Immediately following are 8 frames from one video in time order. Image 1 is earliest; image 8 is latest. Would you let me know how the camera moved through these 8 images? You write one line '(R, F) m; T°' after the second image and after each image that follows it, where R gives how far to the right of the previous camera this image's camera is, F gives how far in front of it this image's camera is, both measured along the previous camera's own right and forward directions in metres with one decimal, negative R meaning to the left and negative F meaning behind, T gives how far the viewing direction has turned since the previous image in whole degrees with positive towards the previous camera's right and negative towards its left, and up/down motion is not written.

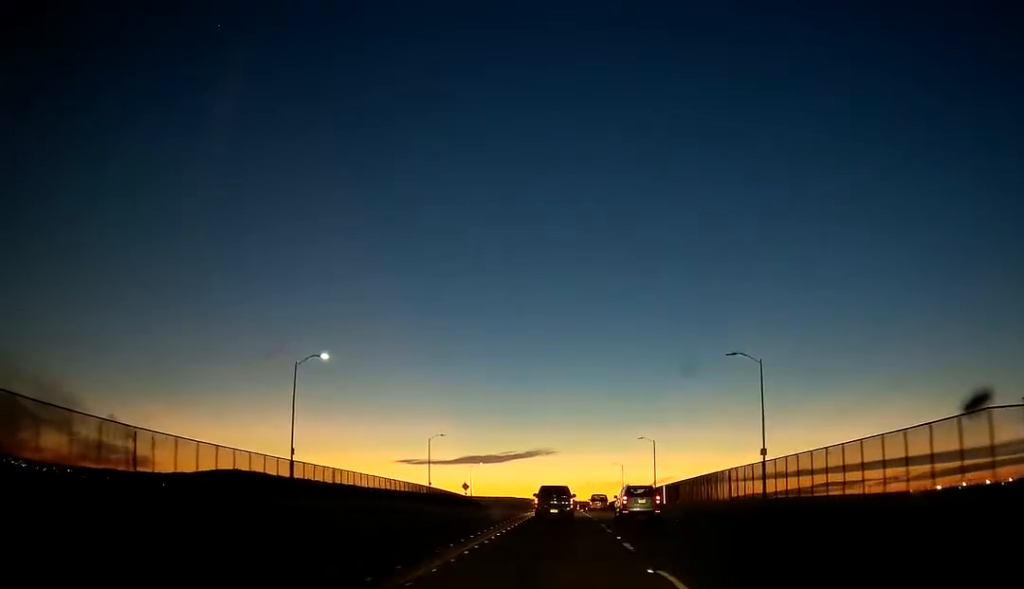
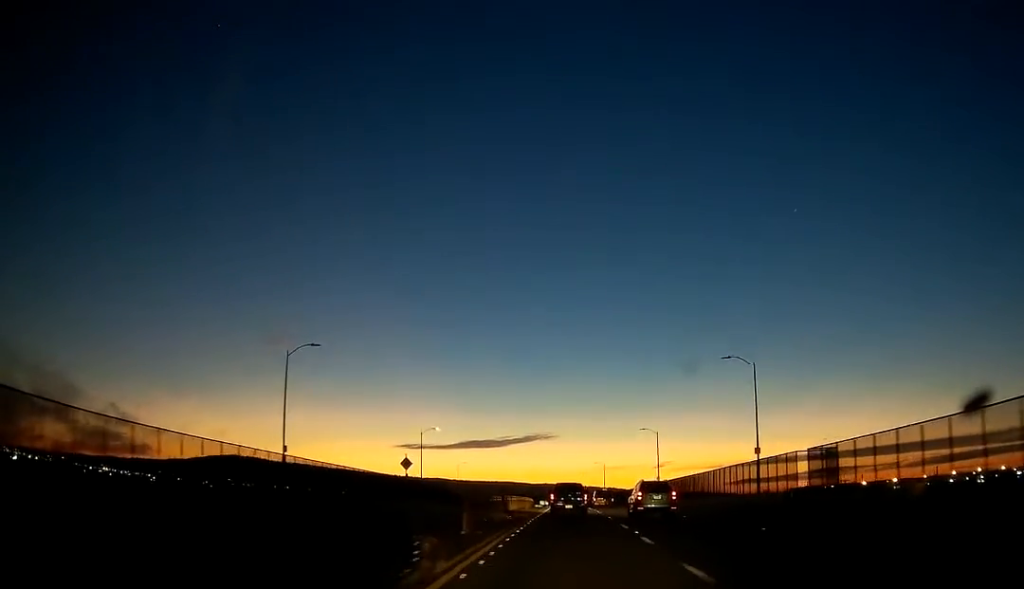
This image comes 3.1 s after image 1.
(+0.4, +57.1) m; 0°
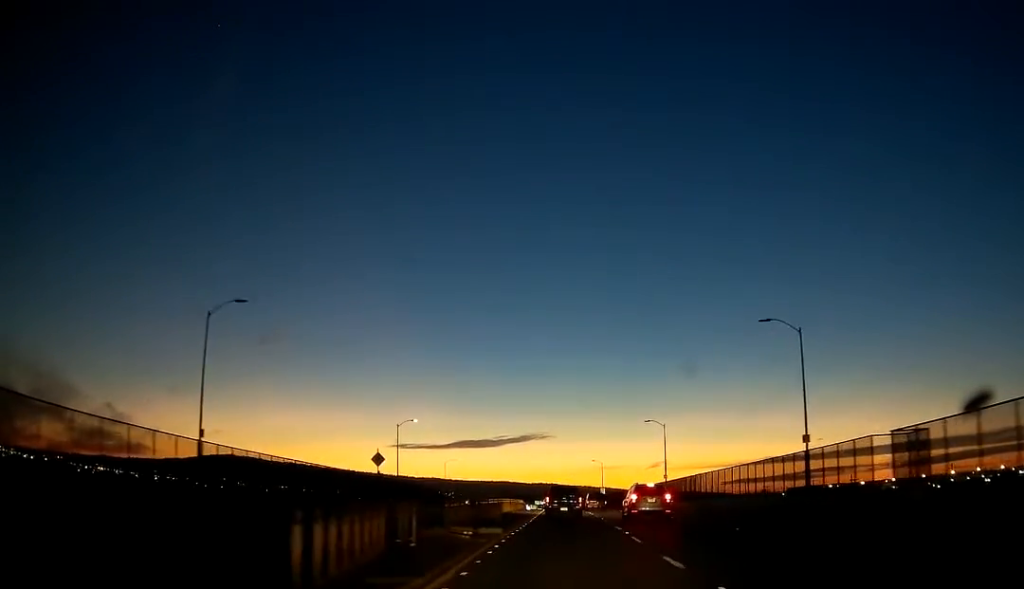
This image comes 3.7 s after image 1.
(0.0, +11.7) m; 0°
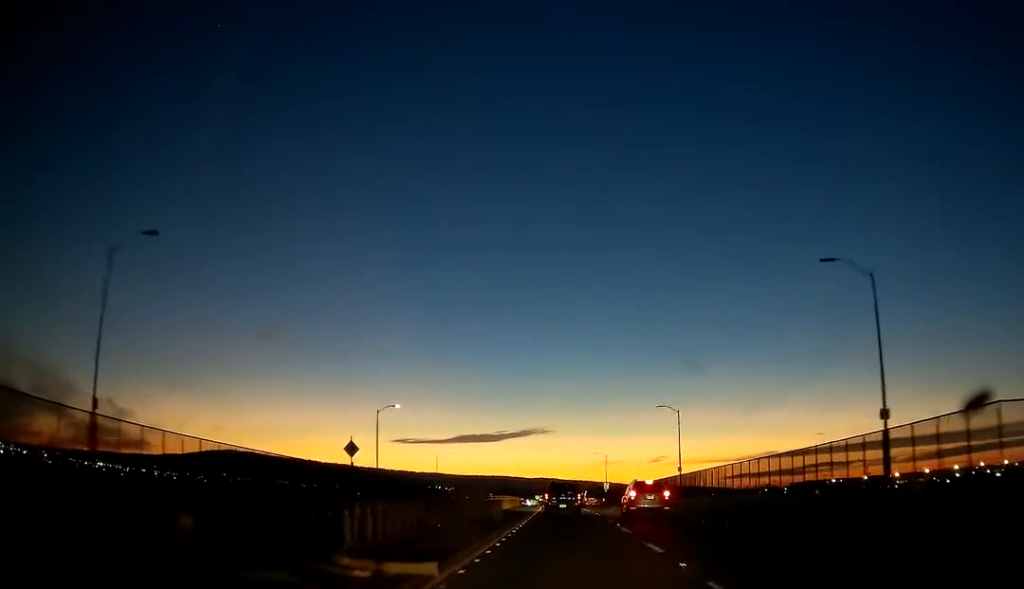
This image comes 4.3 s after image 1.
(0.0, +11.1) m; 0°
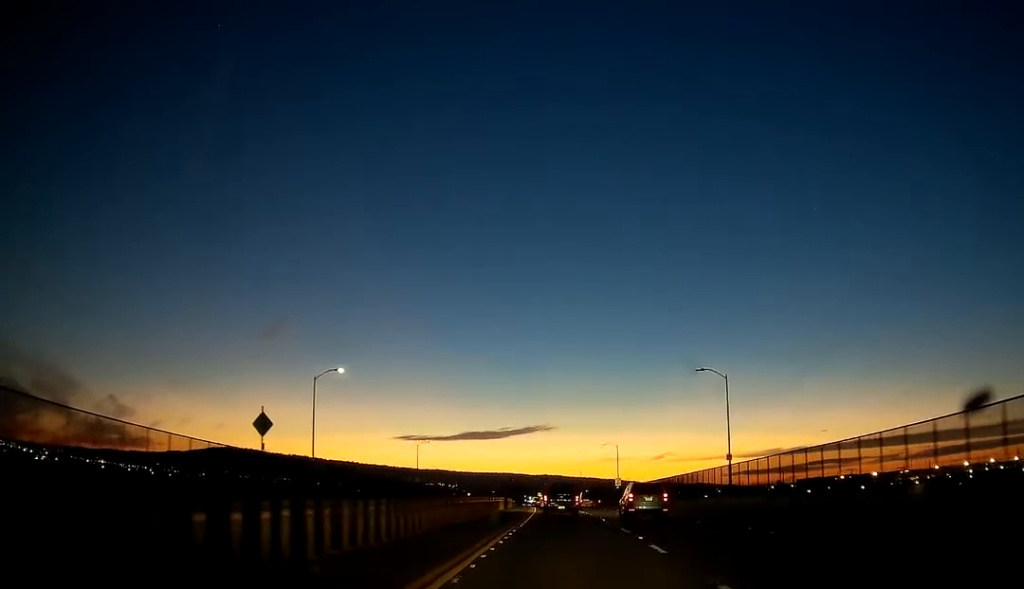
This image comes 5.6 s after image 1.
(+0.2, +22.5) m; +1°
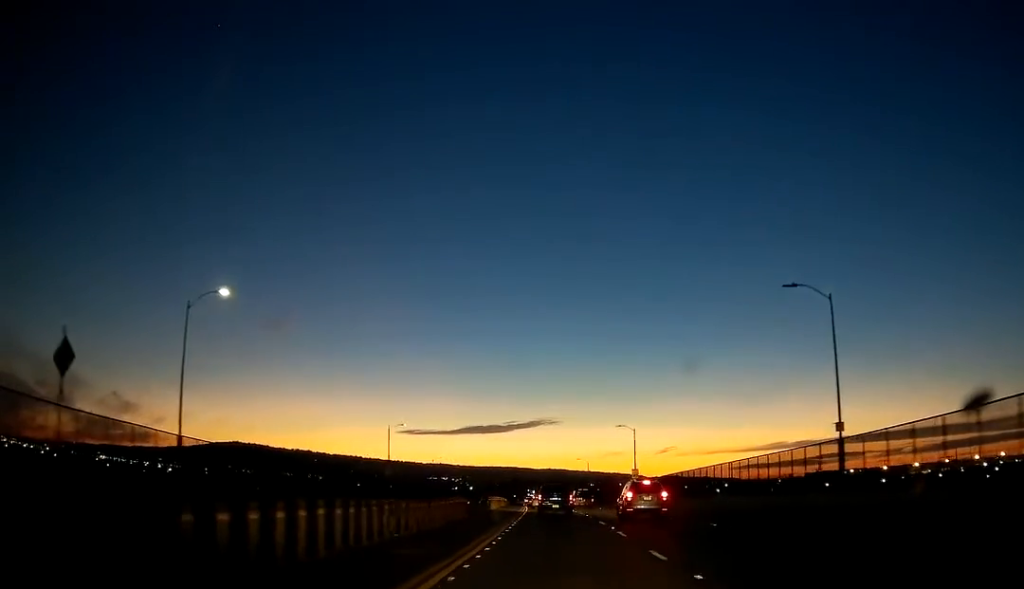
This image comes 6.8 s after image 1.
(0.0, +22.5) m; 0°
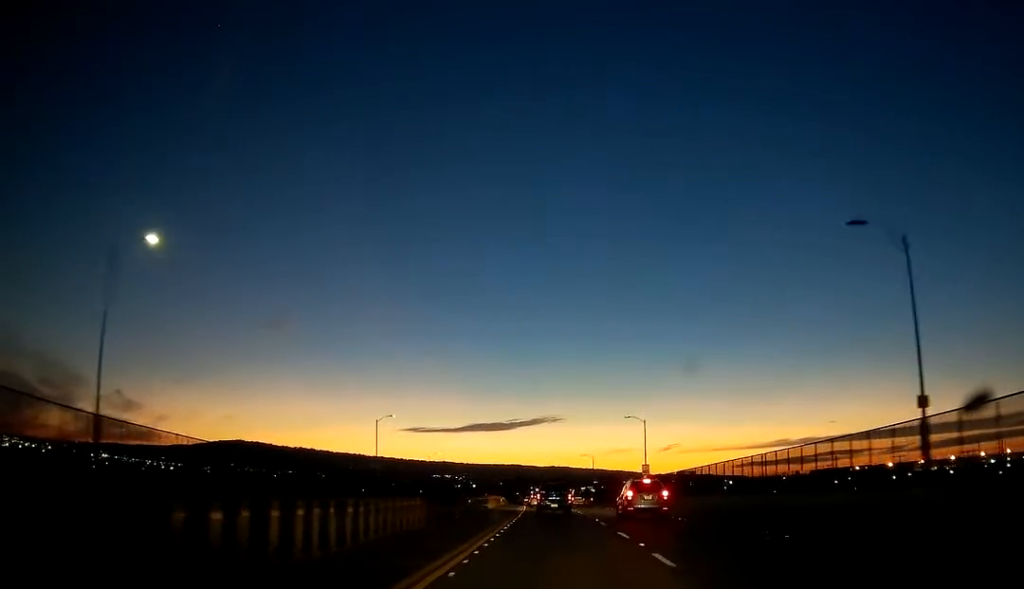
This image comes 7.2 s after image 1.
(0.0, +8.0) m; 0°
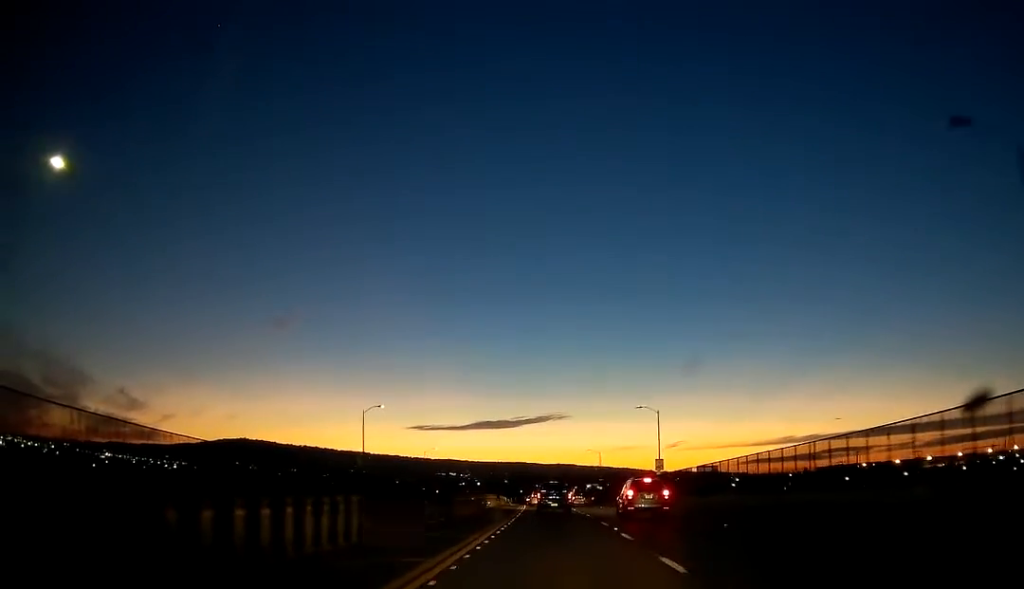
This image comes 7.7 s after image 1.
(-0.1, +8.7) m; 0°
